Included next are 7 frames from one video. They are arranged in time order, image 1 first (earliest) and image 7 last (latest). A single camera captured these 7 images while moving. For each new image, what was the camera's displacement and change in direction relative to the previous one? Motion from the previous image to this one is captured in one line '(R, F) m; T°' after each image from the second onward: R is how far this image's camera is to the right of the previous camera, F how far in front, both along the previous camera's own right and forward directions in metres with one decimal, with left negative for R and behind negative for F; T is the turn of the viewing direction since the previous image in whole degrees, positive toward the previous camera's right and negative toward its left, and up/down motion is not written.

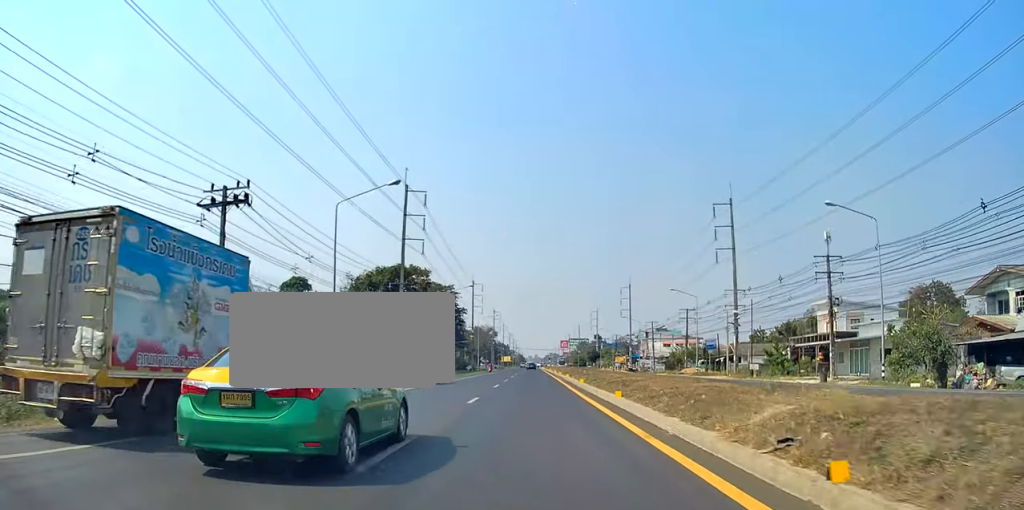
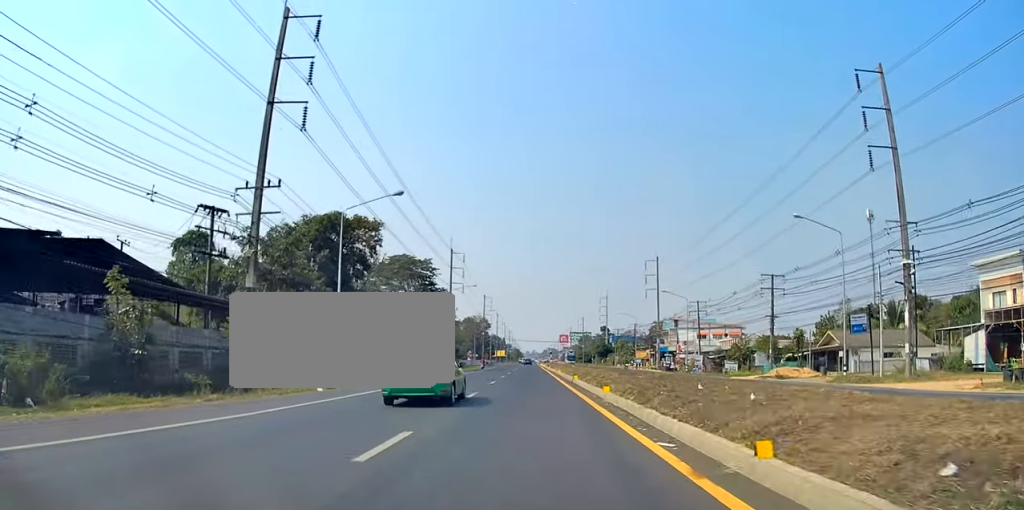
(0.0, +36.1) m; 0°
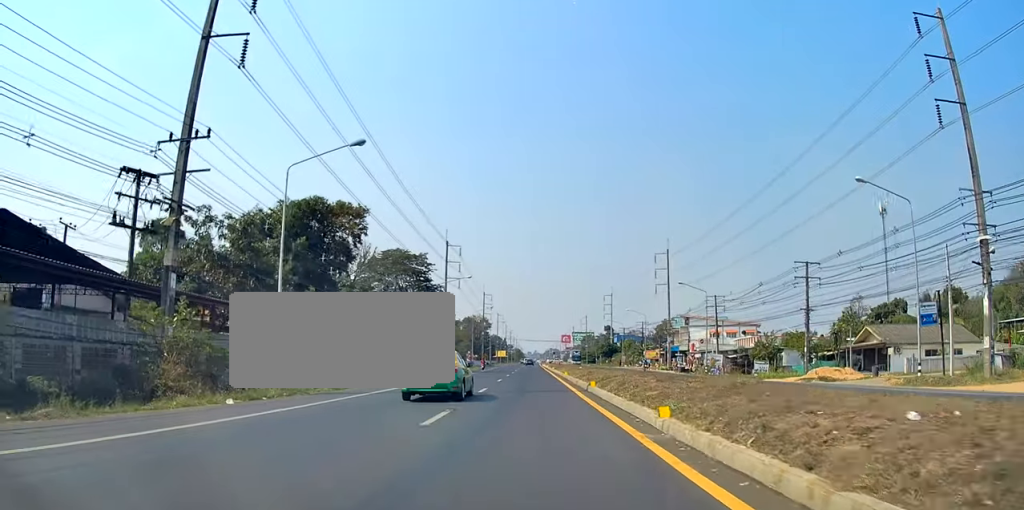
(0.0, +8.2) m; 0°
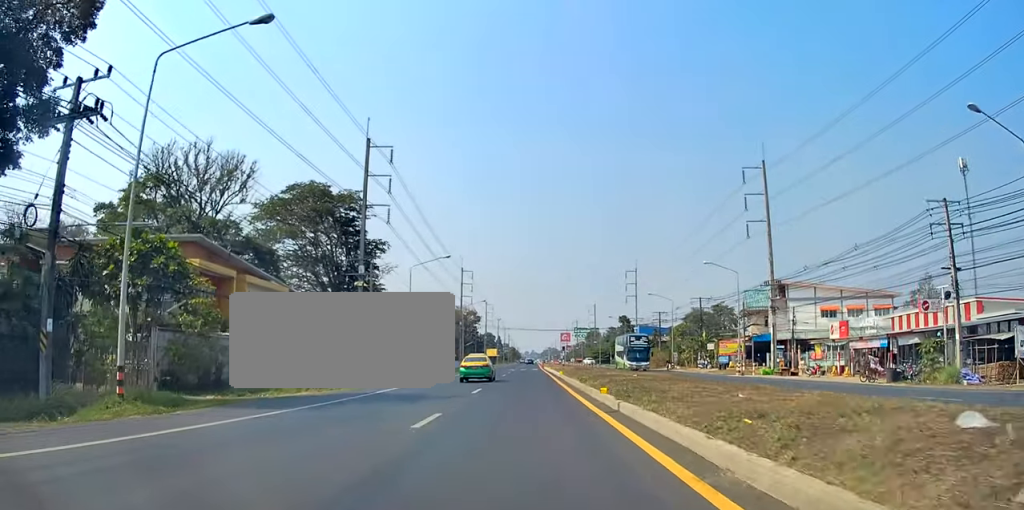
(-0.7, +49.9) m; 0°
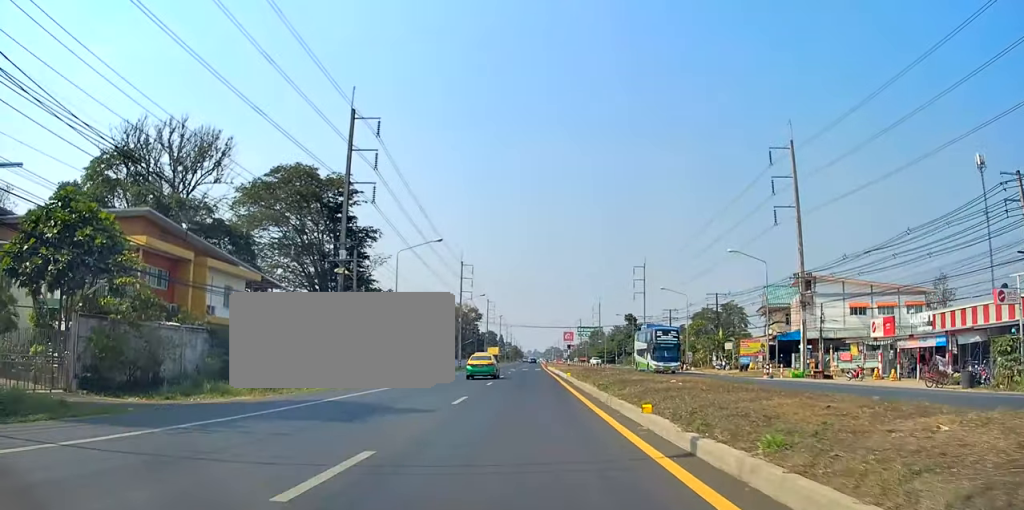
(+0.1, +7.1) m; 0°
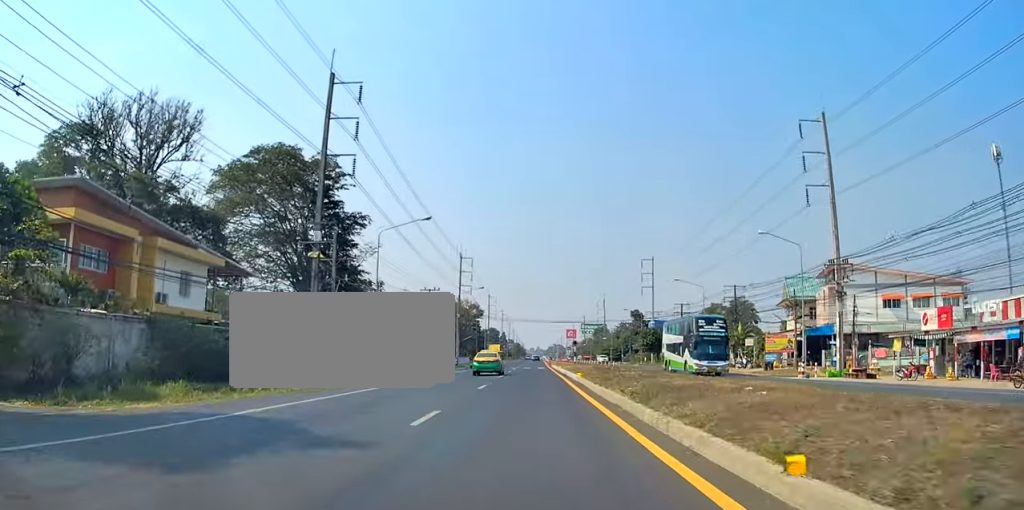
(+0.1, +7.4) m; 0°
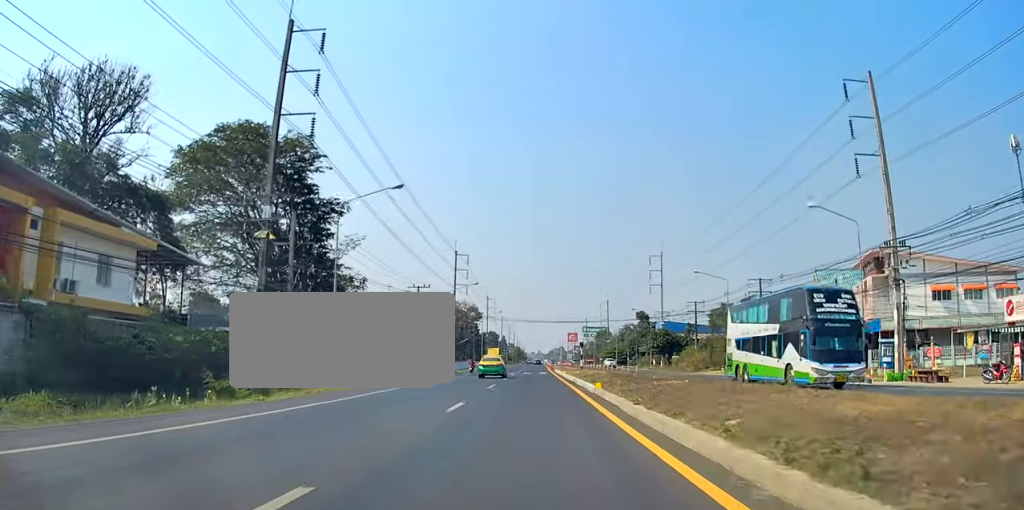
(-0.1, +8.2) m; -1°
